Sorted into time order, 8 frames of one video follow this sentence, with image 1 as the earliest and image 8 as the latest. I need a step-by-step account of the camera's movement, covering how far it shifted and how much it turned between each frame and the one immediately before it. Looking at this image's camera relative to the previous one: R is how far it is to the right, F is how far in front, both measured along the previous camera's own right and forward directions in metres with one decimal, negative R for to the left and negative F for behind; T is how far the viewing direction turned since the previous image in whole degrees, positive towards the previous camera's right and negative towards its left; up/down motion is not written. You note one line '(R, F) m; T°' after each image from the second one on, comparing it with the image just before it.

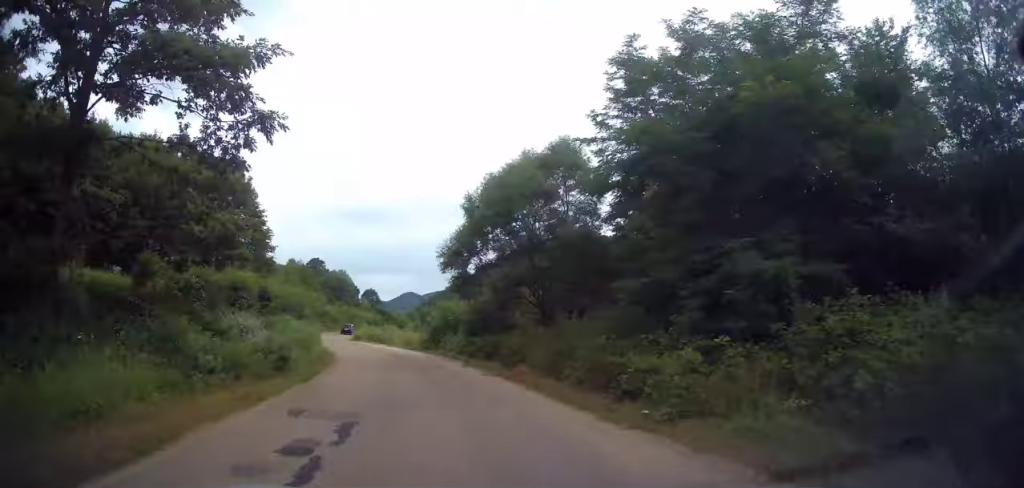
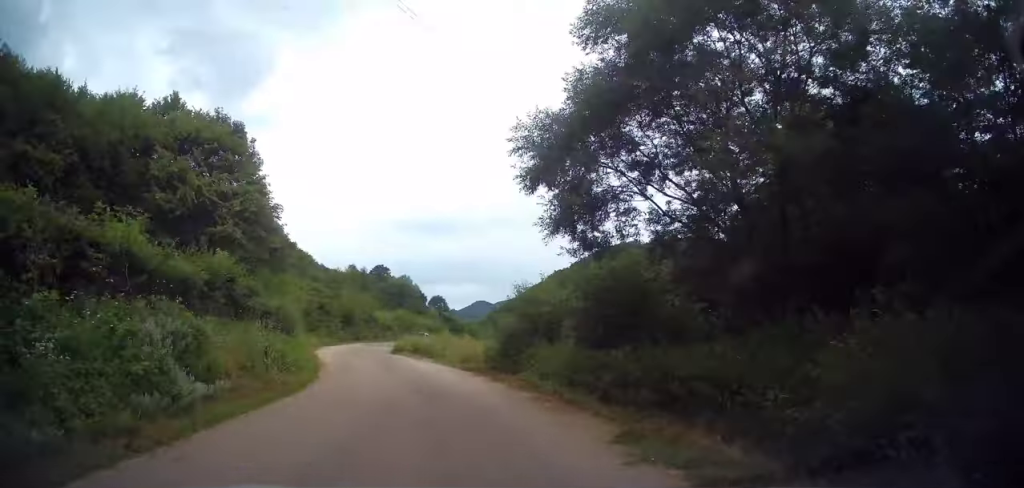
(-0.6, +13.9) m; -6°
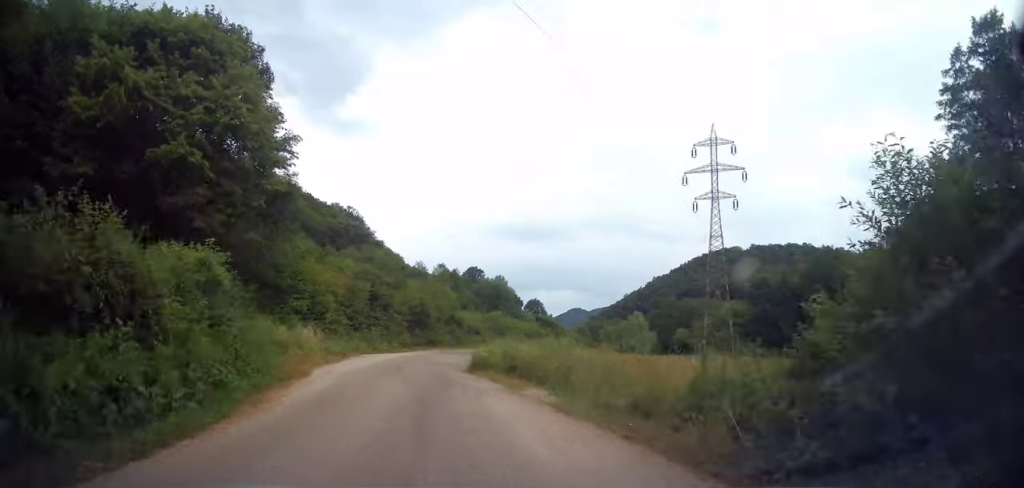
(-0.8, +14.2) m; -7°
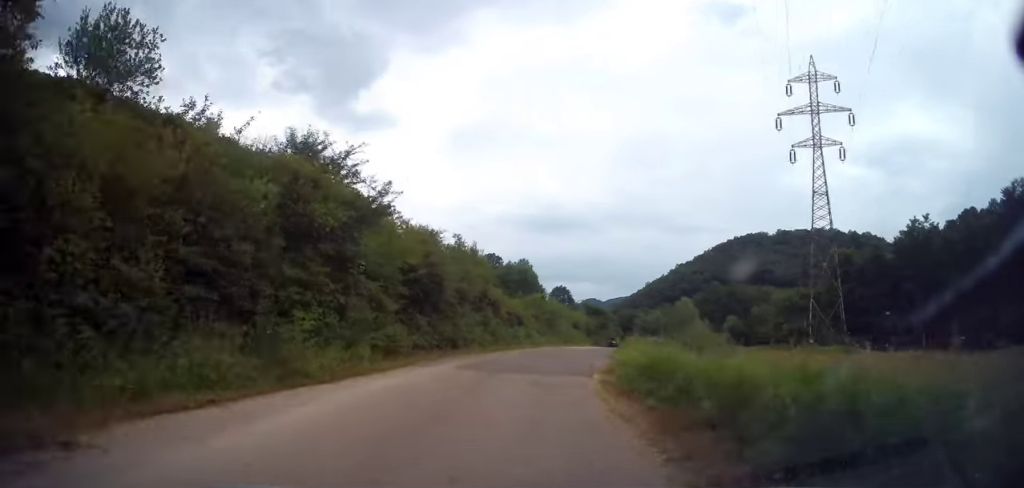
(-1.7, +20.7) m; -1°
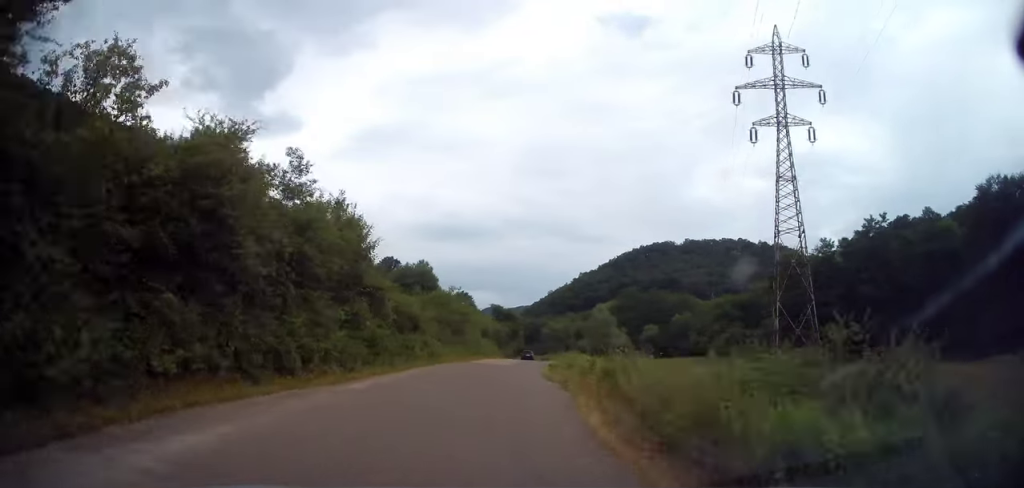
(+0.7, +11.9) m; +6°
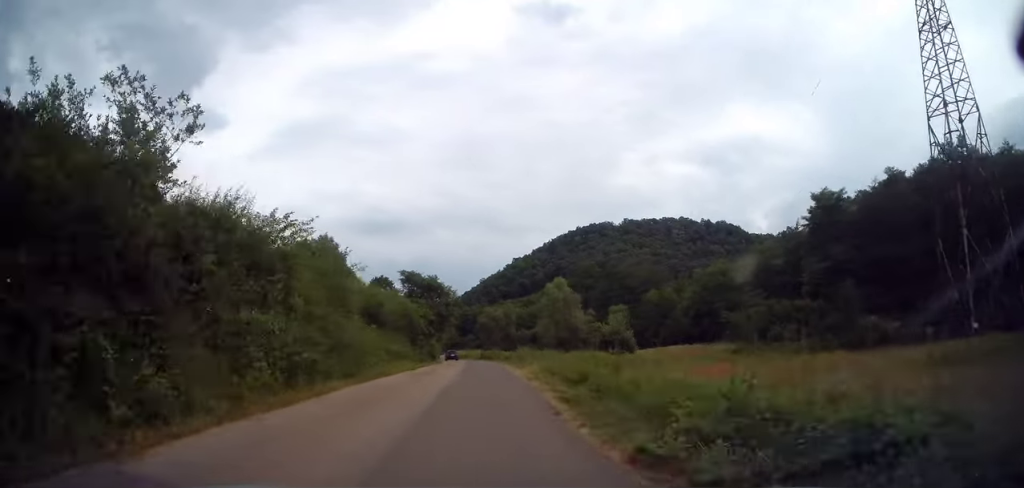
(+2.6, +27.3) m; +8°
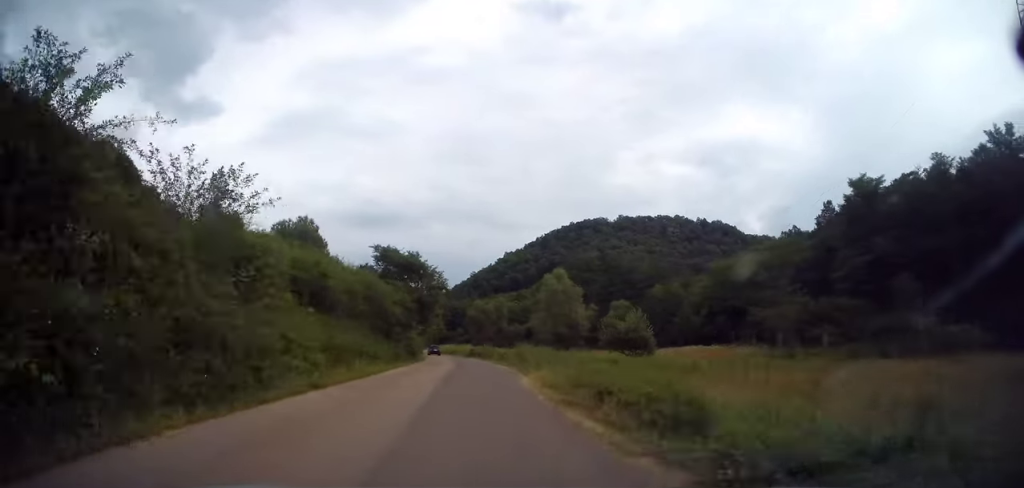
(0.0, +7.6) m; +1°
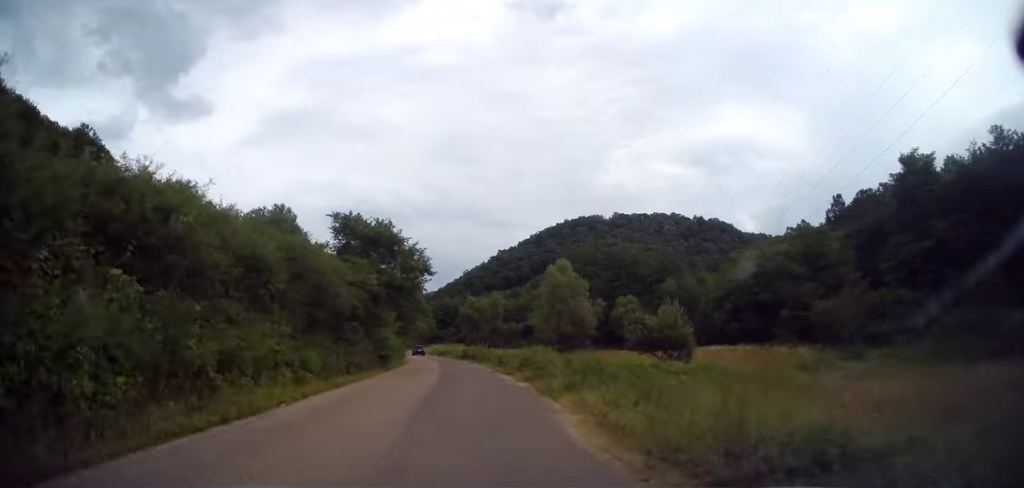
(+0.2, +8.3) m; +1°
